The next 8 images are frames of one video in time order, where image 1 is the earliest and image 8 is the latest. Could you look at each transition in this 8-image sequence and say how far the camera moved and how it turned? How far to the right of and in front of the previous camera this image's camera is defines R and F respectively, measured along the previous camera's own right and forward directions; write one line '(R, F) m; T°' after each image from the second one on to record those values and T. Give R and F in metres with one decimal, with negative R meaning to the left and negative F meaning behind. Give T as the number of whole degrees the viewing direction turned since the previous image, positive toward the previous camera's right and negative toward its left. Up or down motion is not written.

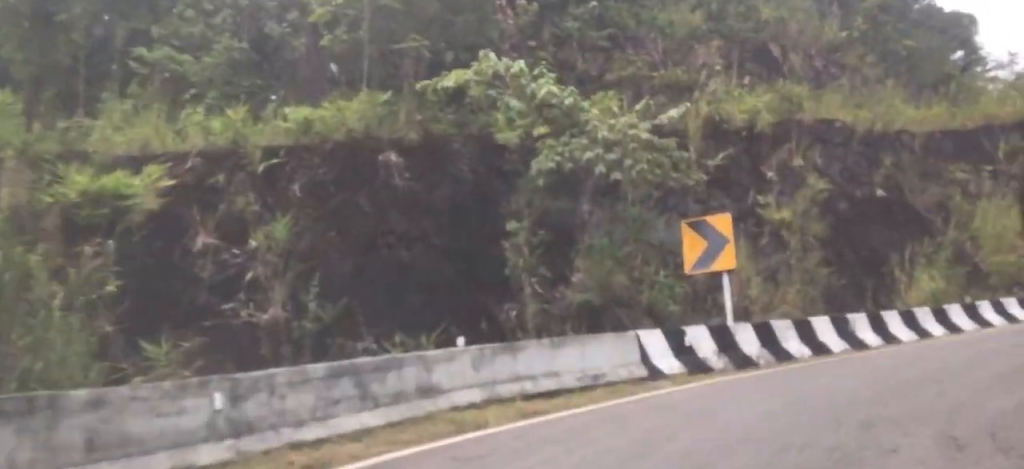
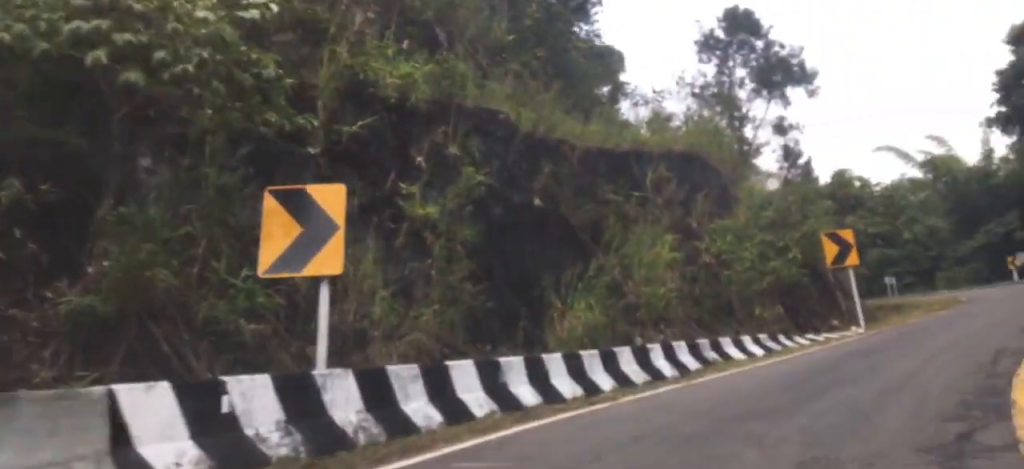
(+0.6, +4.4) m; +16°
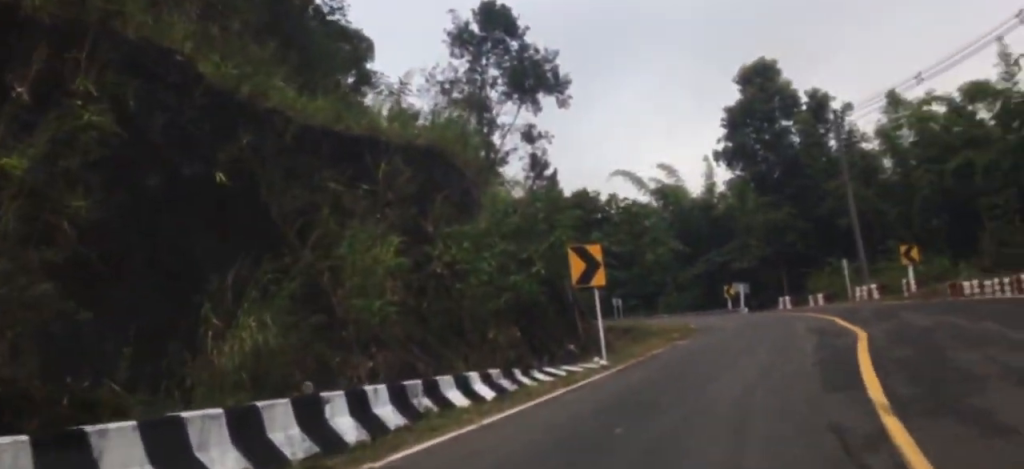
(+0.4, +4.0) m; +11°
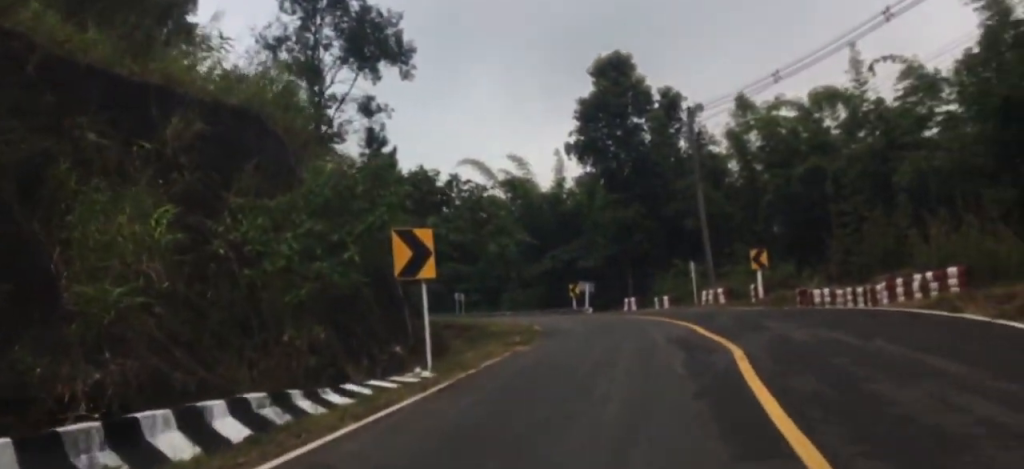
(+0.3, +3.4) m; +4°
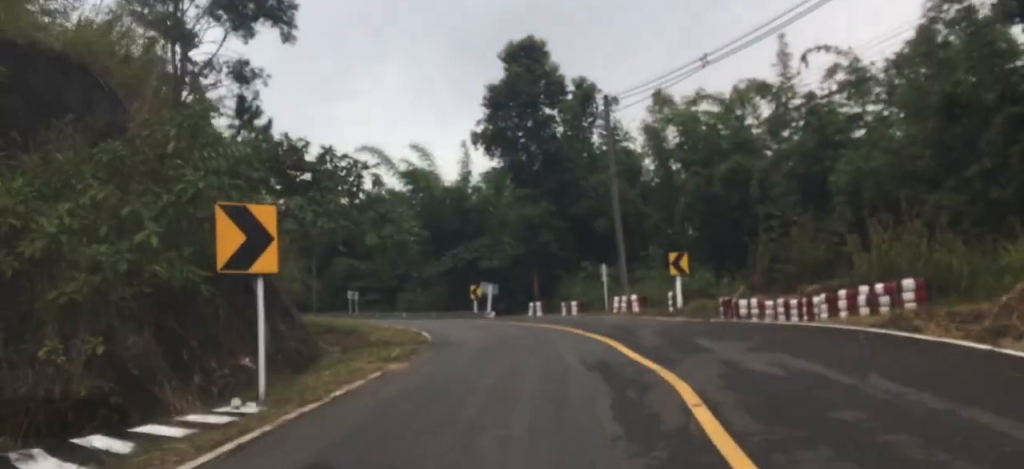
(0.0, +3.6) m; +7°
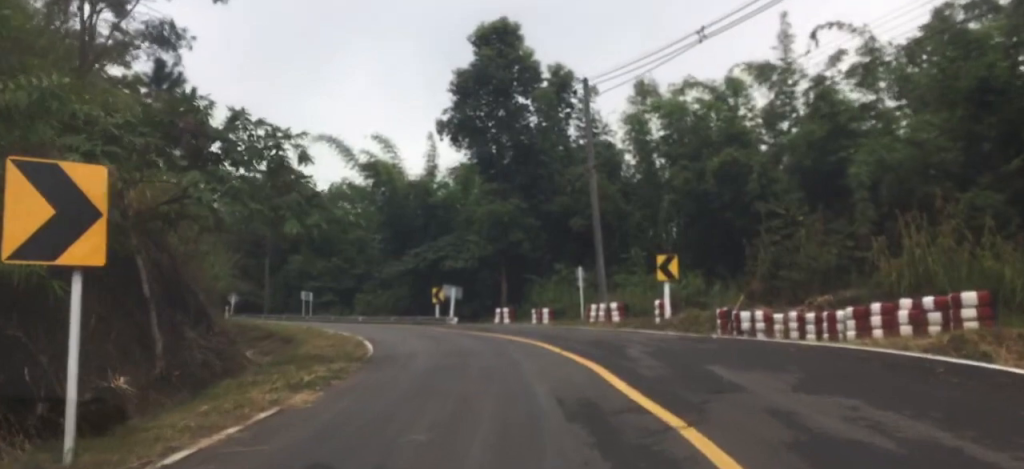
(-0.1, +3.4) m; +8°
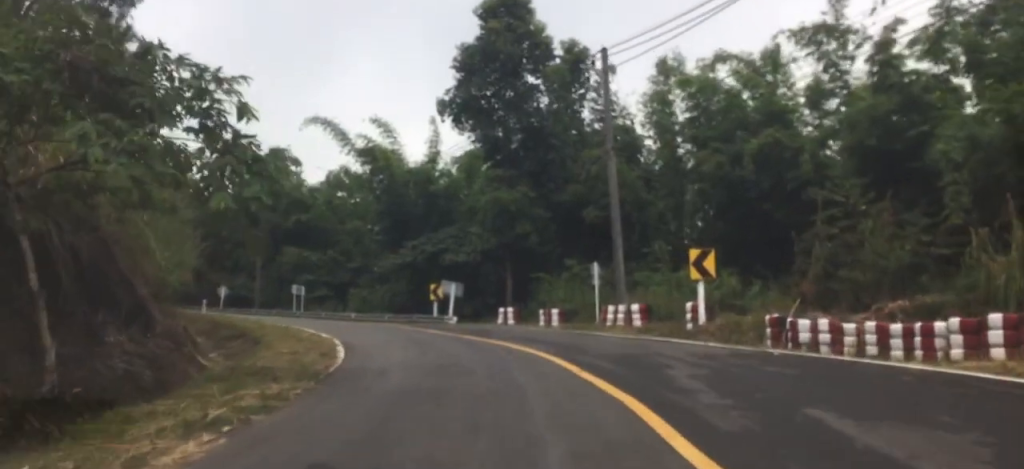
(+0.7, +3.1) m; +9°
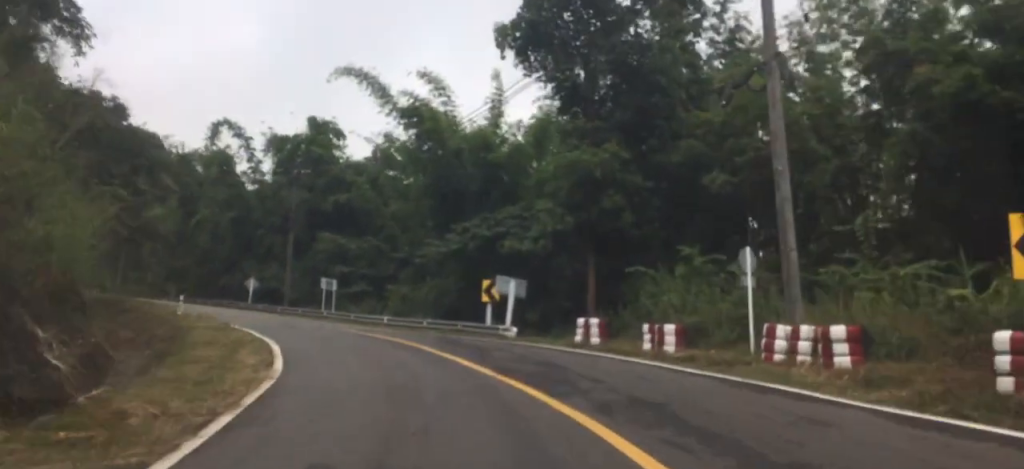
(+0.4, +8.2) m; 0°
